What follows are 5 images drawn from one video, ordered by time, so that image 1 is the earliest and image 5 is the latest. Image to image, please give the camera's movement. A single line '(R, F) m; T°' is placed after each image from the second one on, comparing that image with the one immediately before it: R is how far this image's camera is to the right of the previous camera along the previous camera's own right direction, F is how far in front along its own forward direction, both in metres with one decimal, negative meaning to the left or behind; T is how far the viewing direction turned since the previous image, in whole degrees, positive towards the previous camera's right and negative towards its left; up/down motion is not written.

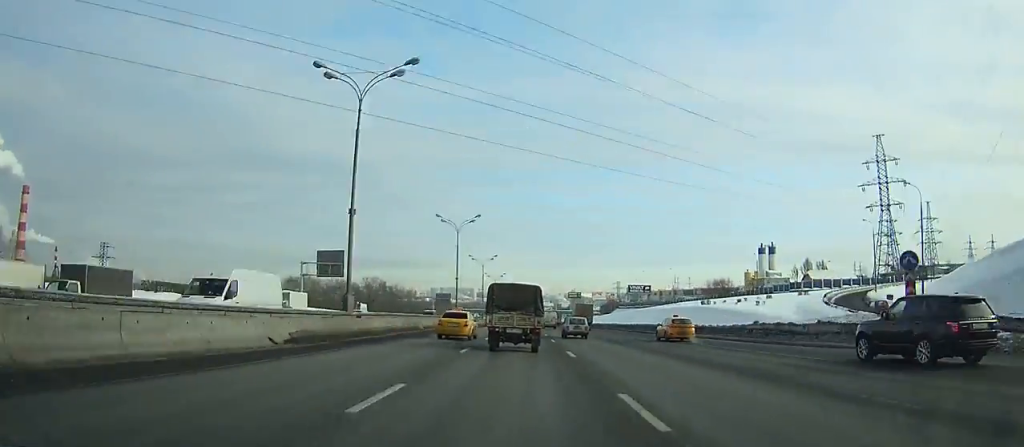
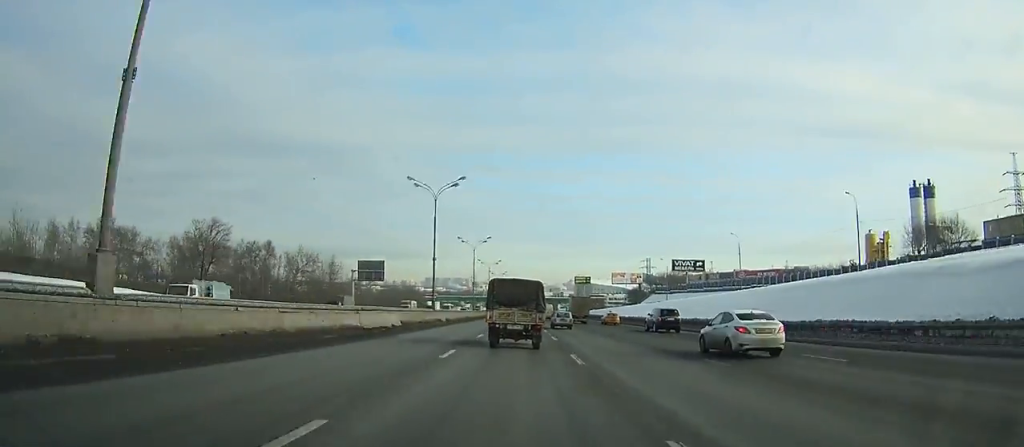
(-0.2, +98.4) m; 0°
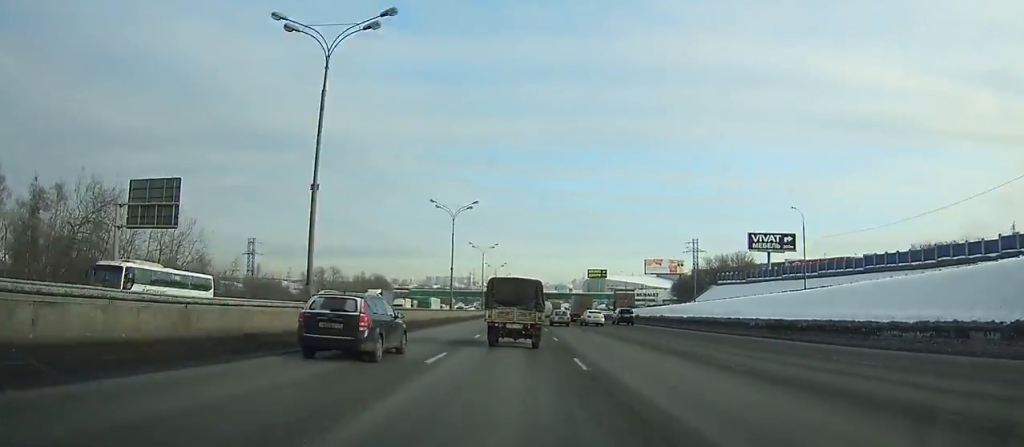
(+0.3, +72.8) m; 0°
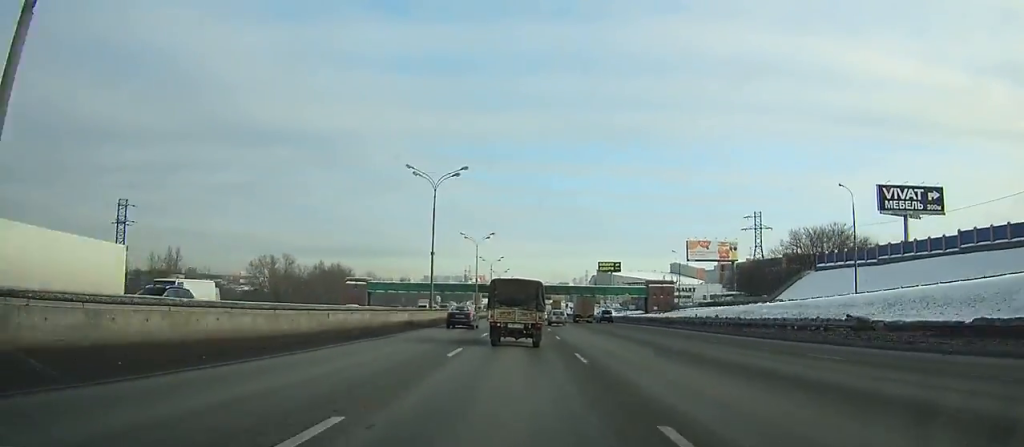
(-0.2, +58.0) m; 0°
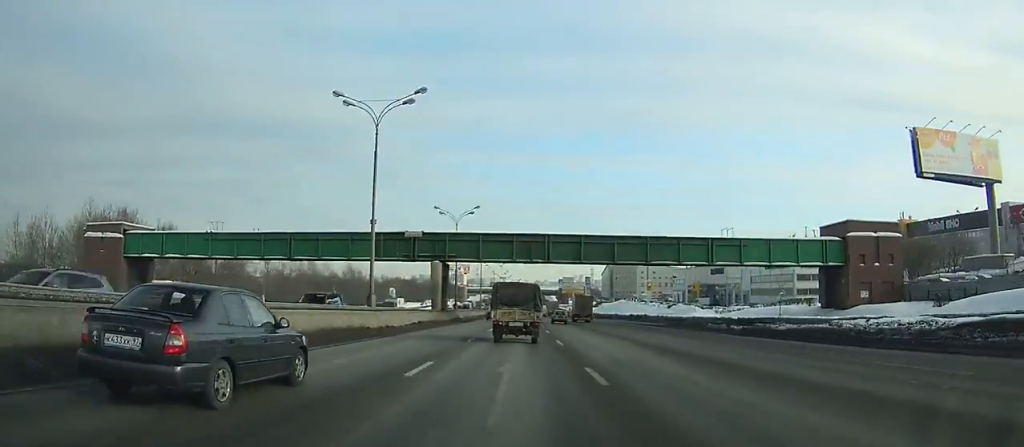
(+0.7, +100.6) m; +1°
